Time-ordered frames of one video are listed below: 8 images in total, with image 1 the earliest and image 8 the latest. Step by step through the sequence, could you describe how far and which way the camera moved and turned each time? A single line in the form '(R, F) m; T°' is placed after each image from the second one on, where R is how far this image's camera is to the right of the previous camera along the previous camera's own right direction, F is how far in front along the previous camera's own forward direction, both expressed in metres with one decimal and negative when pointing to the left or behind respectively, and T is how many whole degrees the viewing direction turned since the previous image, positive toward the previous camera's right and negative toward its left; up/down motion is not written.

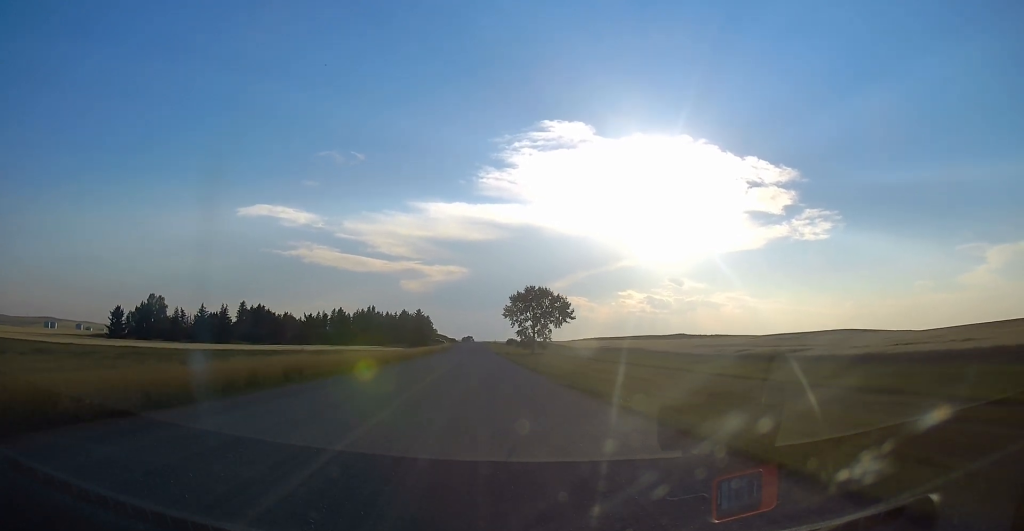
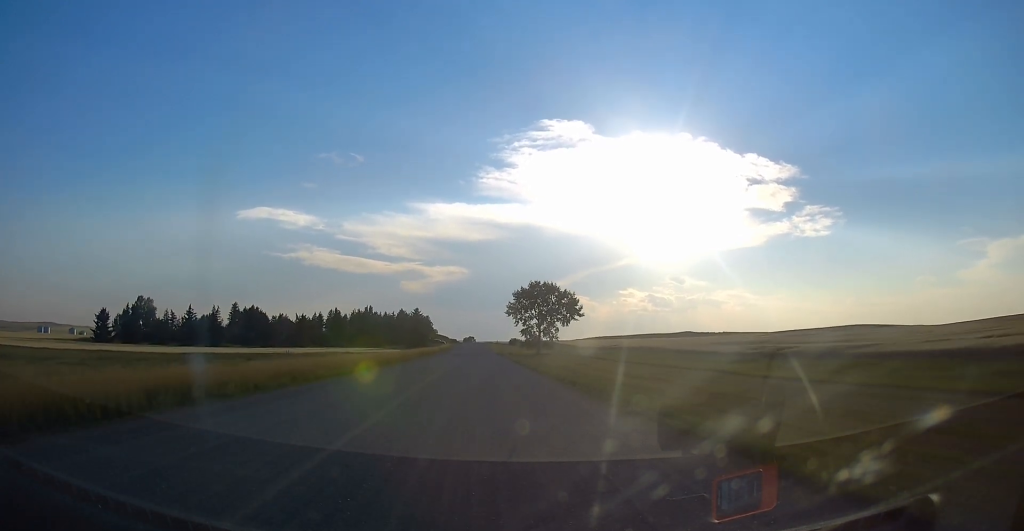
(+0.1, +11.1) m; 0°
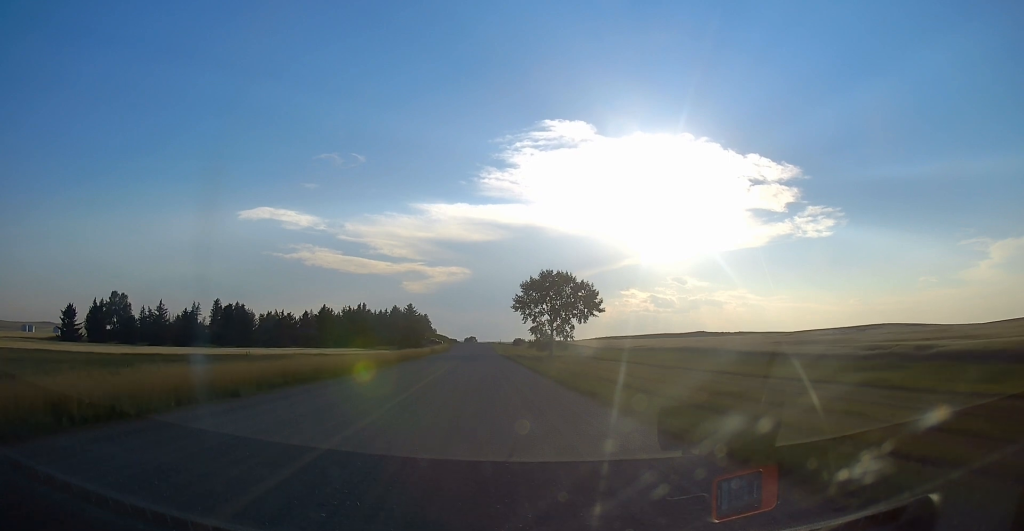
(-0.5, +22.1) m; -1°
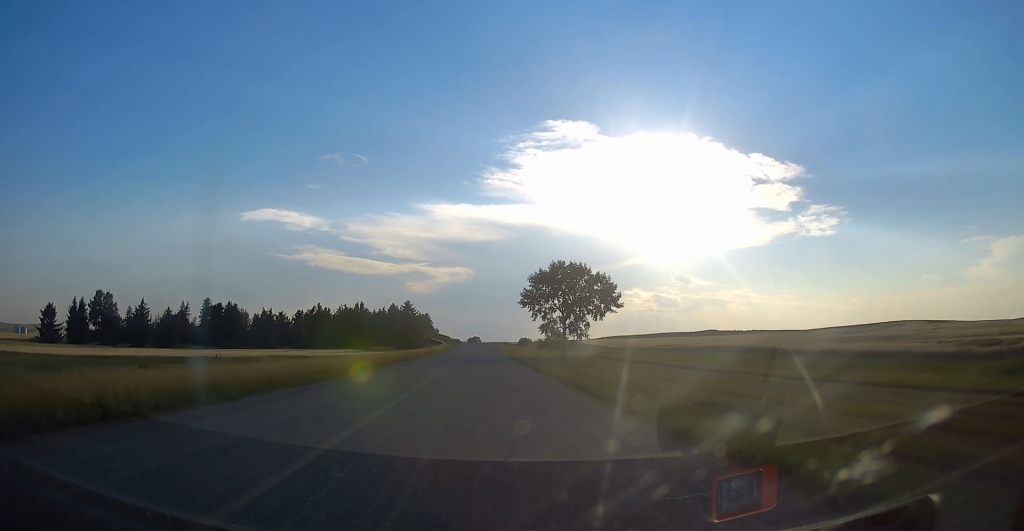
(0.0, +13.2) m; 0°
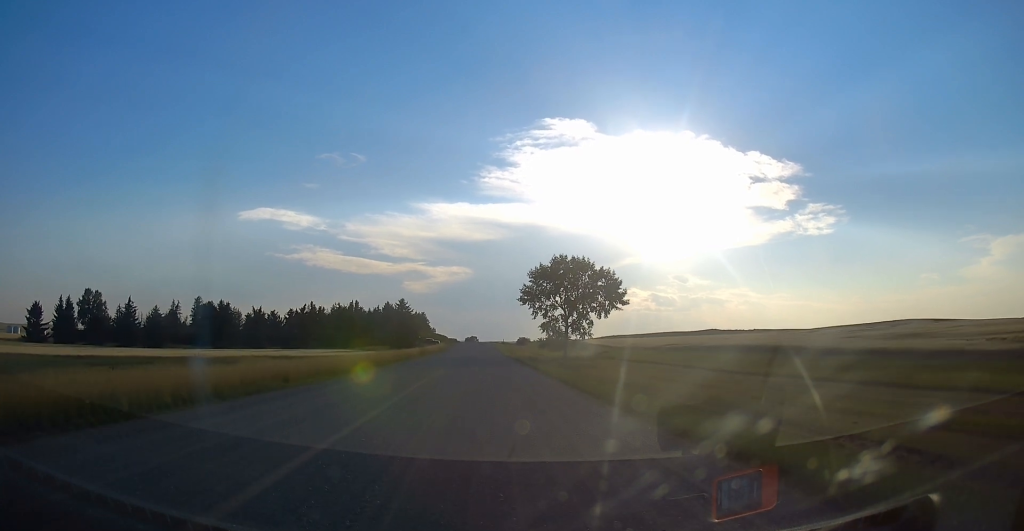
(0.0, +5.9) m; 0°
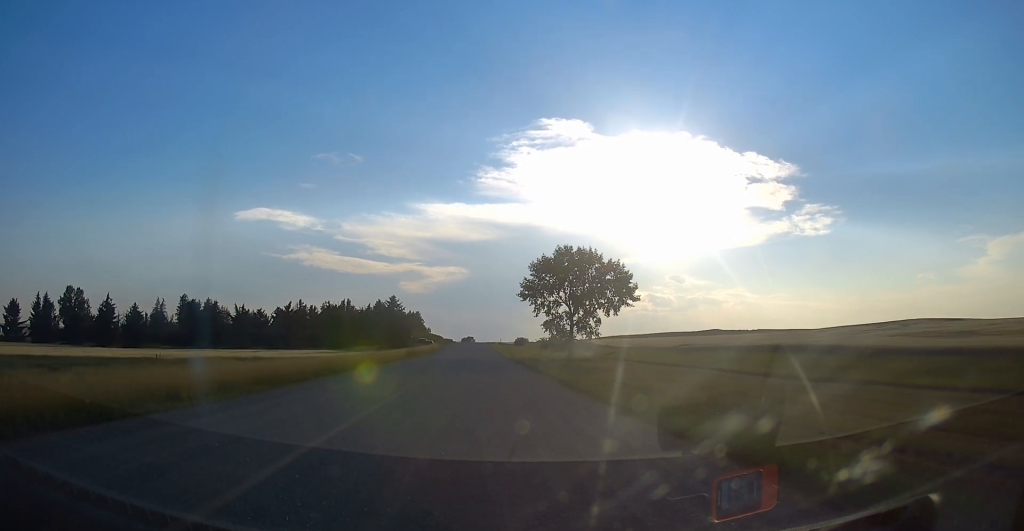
(-0.1, +9.6) m; +1°
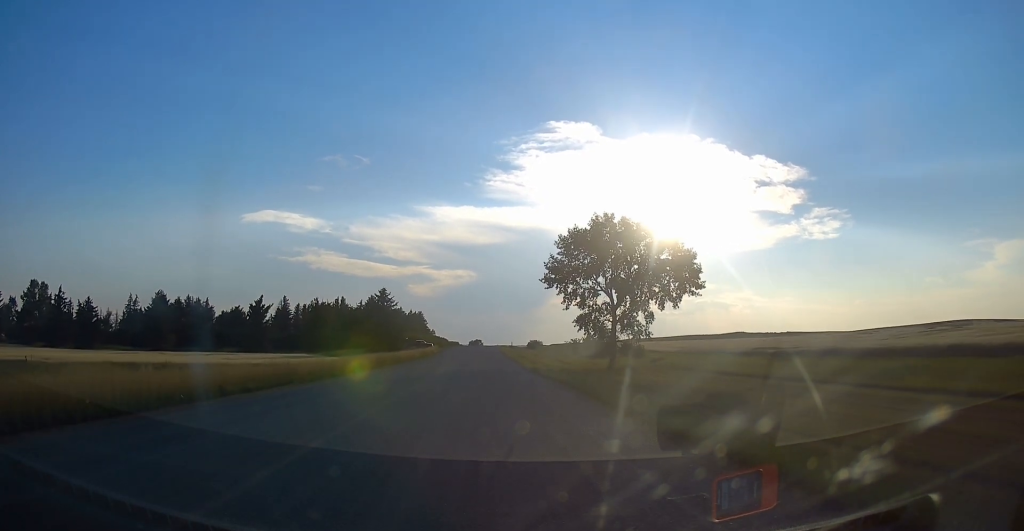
(+0.1, +24.5) m; -1°
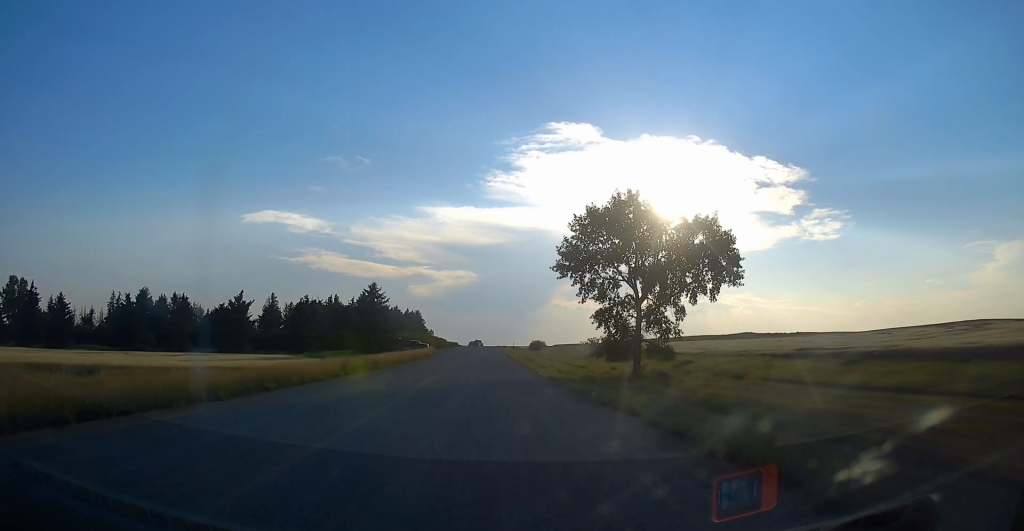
(-0.1, +10.5) m; -1°
